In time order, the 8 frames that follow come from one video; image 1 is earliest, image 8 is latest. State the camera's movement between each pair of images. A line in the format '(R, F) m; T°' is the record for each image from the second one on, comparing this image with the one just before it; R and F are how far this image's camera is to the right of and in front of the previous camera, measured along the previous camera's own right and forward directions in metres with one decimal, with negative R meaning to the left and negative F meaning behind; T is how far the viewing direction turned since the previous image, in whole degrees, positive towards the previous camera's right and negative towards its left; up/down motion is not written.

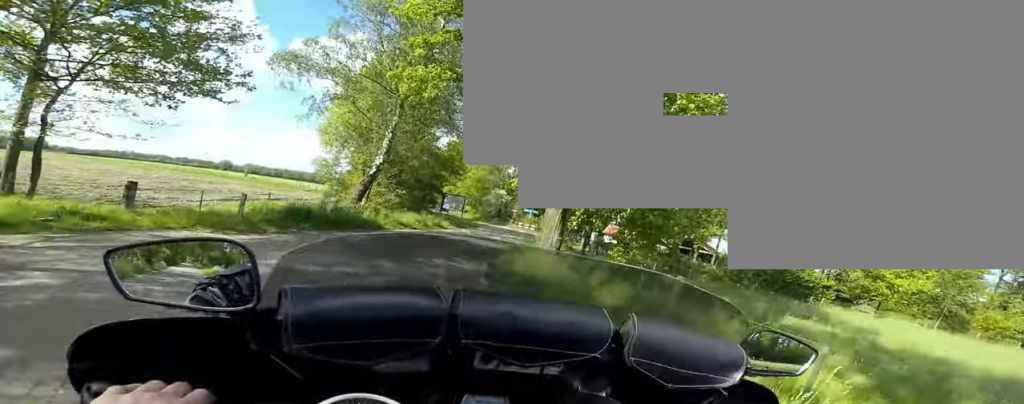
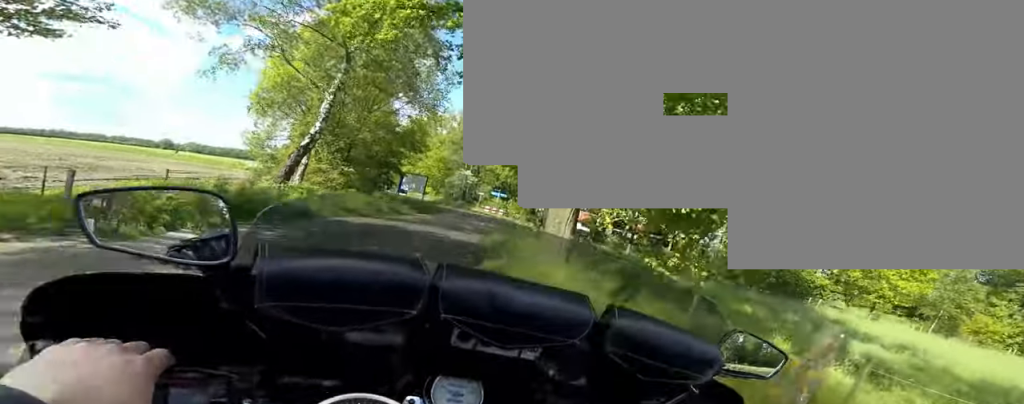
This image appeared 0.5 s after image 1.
(-0.1, +3.7) m; 0°
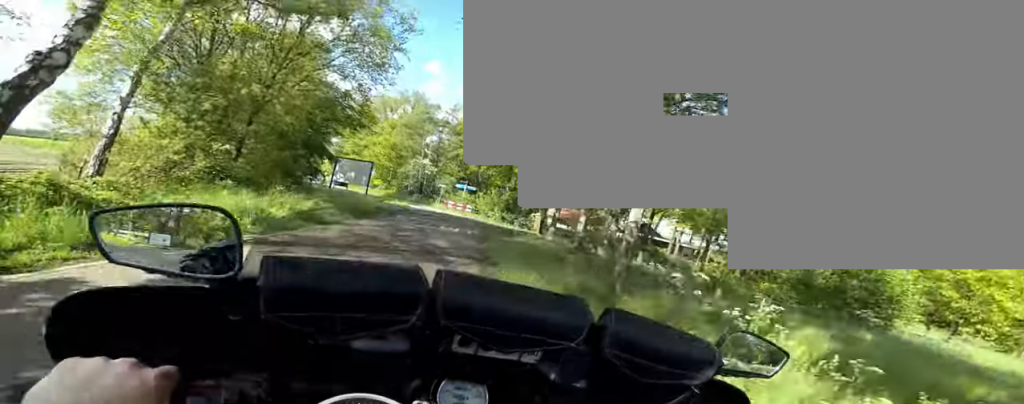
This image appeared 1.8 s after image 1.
(+0.1, +7.7) m; +9°
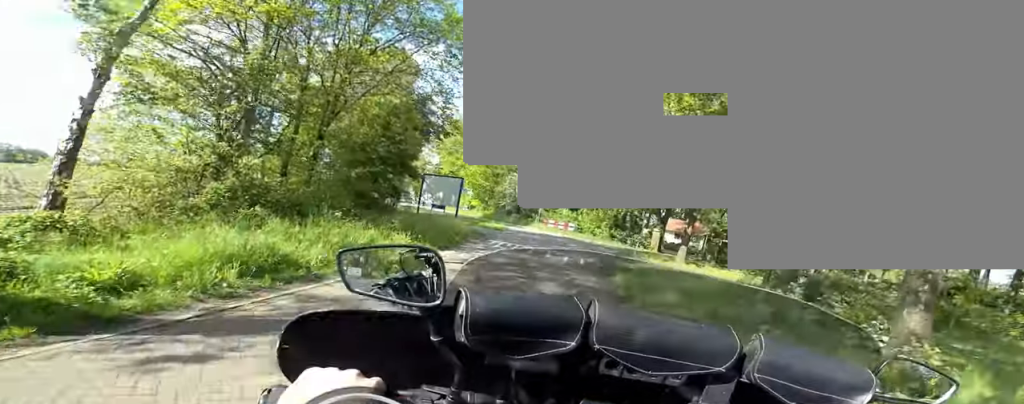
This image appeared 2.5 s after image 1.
(+0.3, +3.6) m; +8°
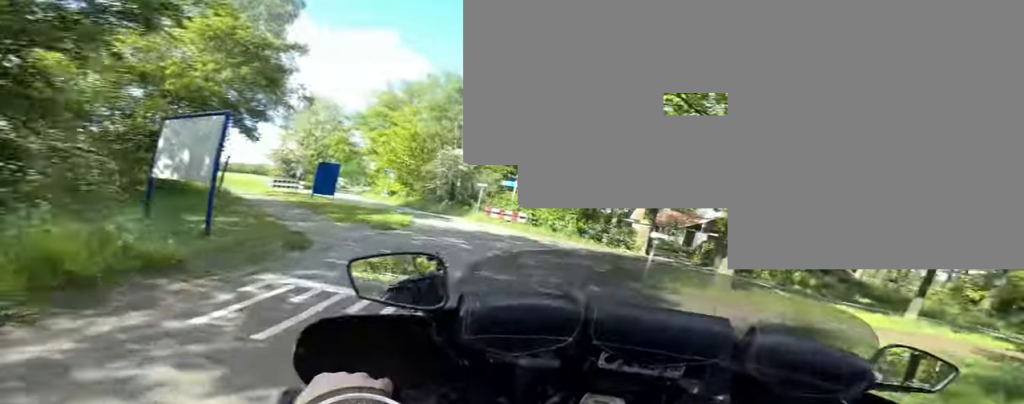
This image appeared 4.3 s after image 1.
(+1.0, +8.8) m; +8°
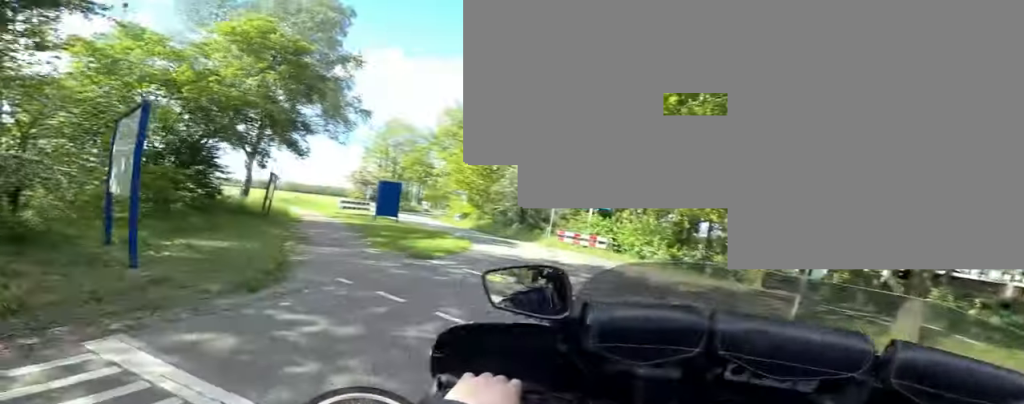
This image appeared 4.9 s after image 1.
(0.0, +2.7) m; 0°
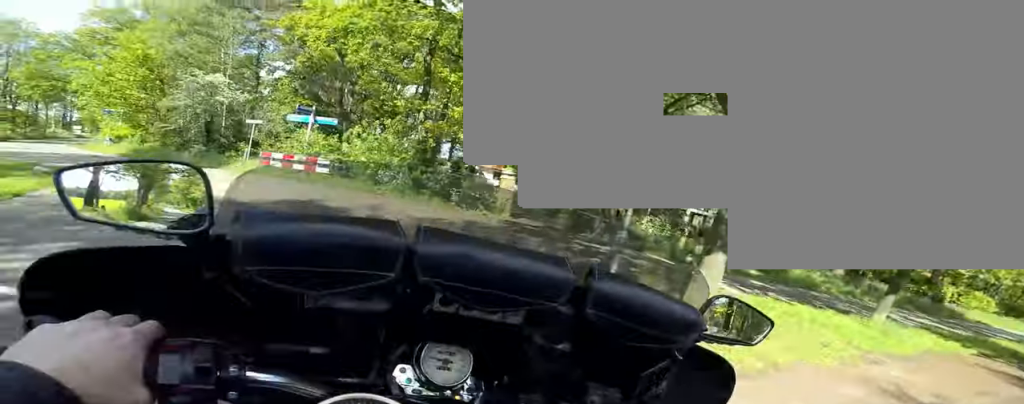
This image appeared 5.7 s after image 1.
(0.0, +3.6) m; +11°
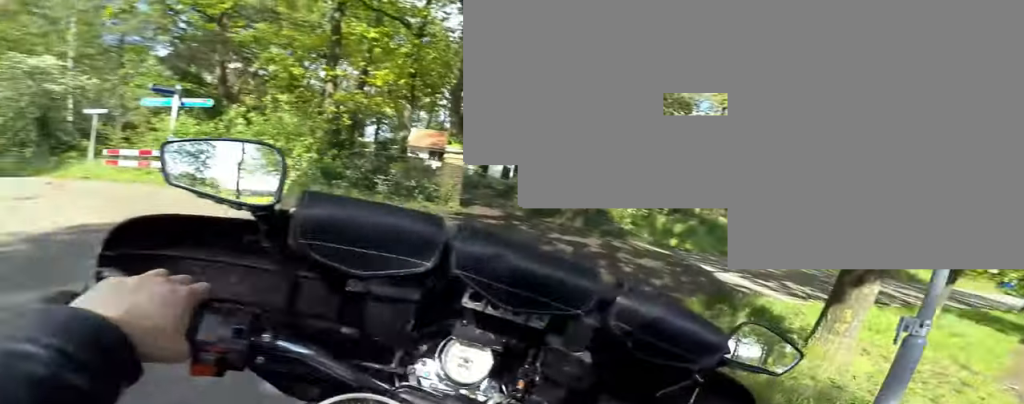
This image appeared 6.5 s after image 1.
(+0.2, +2.7) m; +22°
